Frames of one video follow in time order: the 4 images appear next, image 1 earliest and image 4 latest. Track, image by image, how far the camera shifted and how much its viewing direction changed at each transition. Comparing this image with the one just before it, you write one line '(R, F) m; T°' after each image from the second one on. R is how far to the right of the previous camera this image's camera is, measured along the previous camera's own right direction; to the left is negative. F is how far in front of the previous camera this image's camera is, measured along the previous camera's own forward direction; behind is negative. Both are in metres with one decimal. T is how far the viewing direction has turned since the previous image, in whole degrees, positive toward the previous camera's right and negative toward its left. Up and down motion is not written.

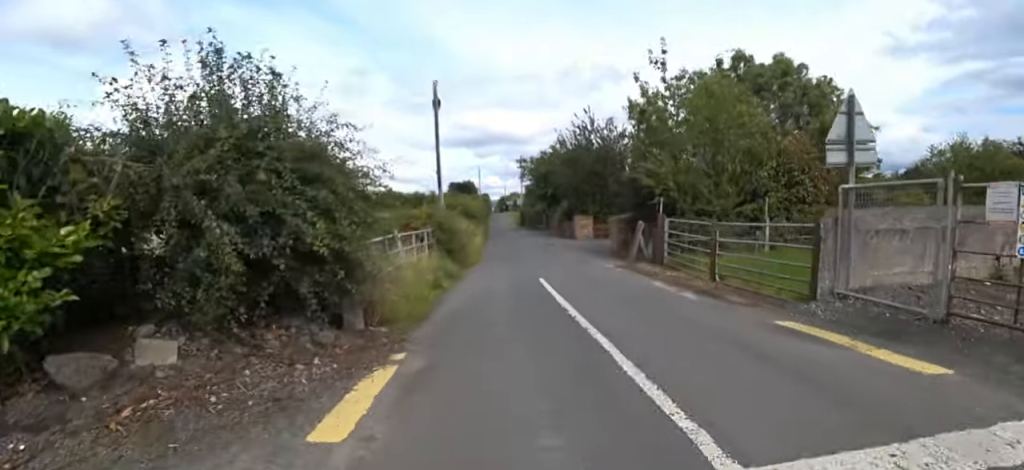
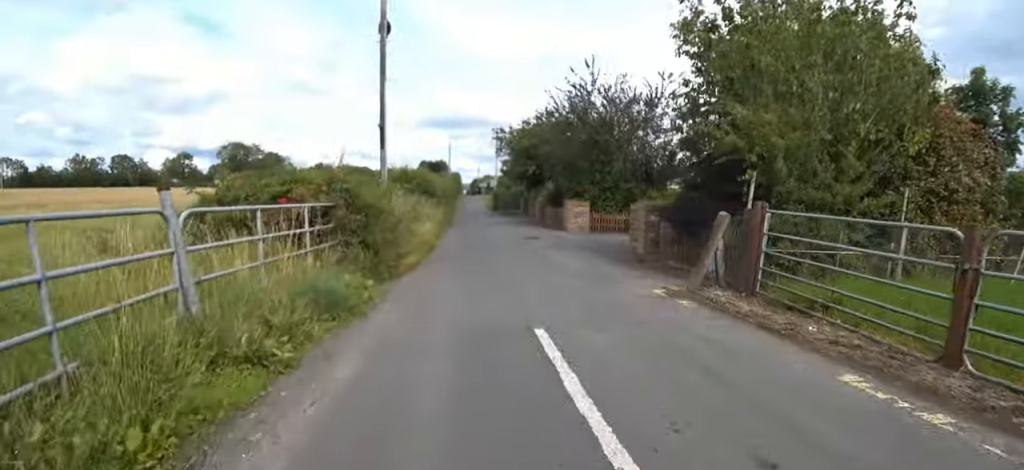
(+0.5, +6.0) m; +1°
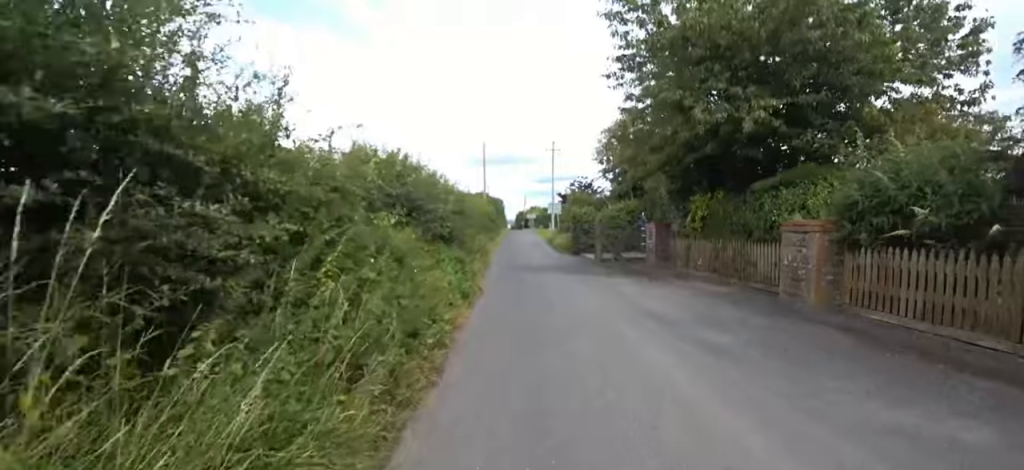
(-1.1, +19.9) m; -2°
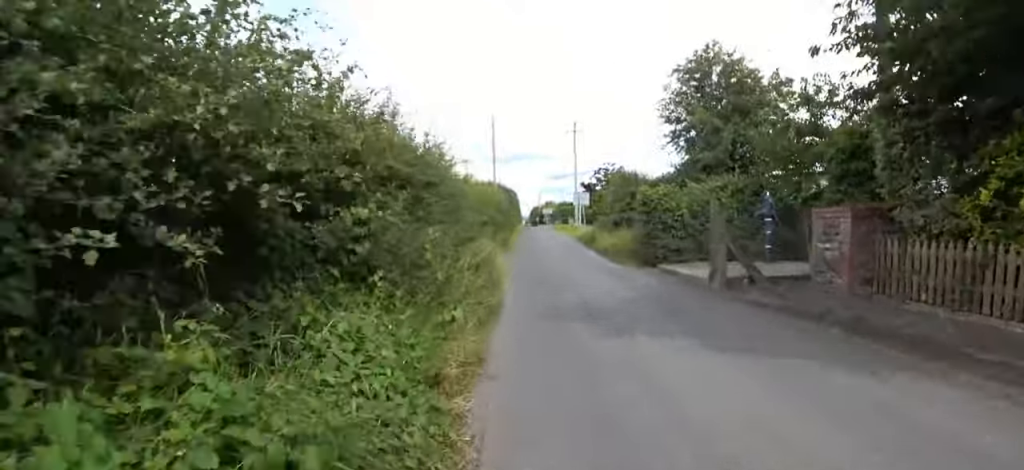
(+1.4, +7.2) m; +4°
